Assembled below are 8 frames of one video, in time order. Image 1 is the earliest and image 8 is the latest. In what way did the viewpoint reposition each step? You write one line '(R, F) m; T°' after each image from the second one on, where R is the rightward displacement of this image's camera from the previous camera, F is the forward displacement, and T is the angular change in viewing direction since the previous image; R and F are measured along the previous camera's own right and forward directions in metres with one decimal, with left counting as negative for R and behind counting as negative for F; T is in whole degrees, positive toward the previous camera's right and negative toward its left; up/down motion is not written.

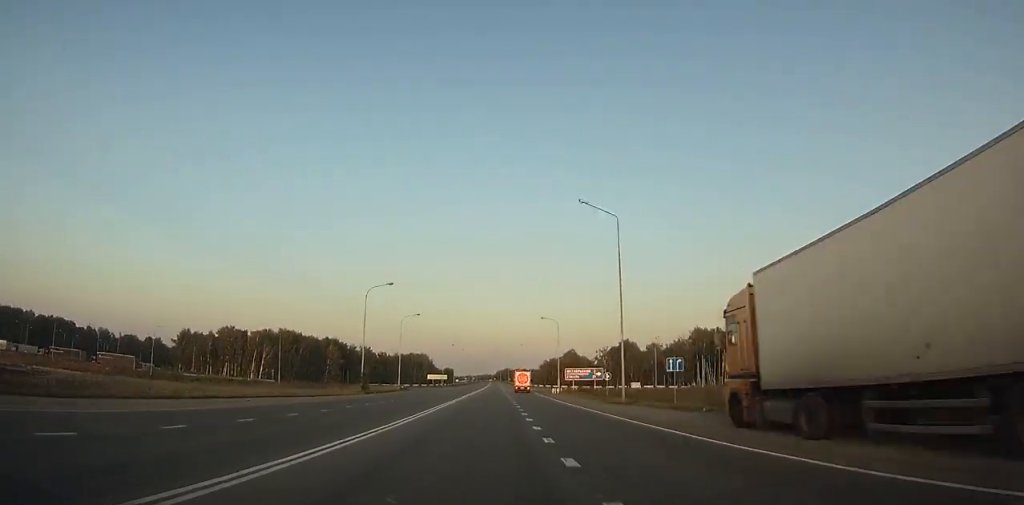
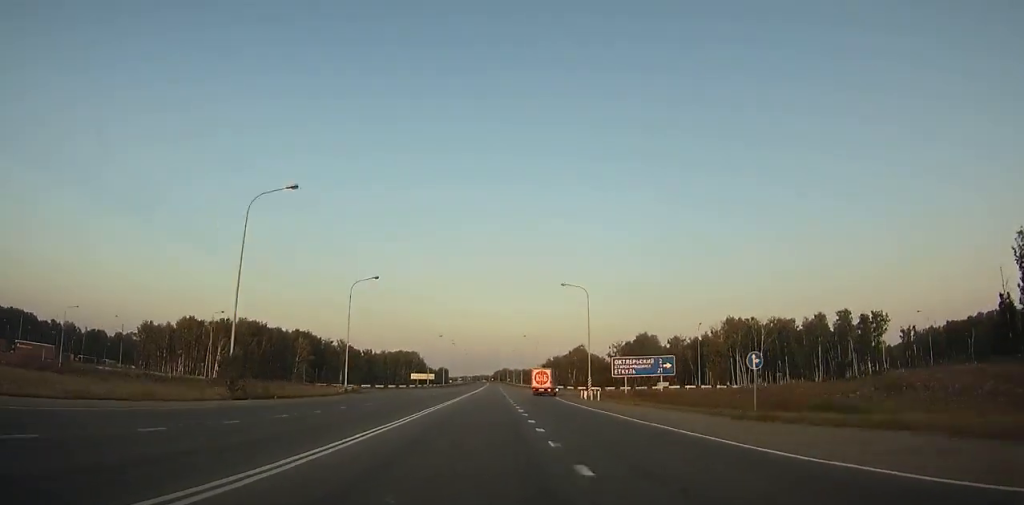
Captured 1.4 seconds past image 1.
(0.0, +33.0) m; 0°
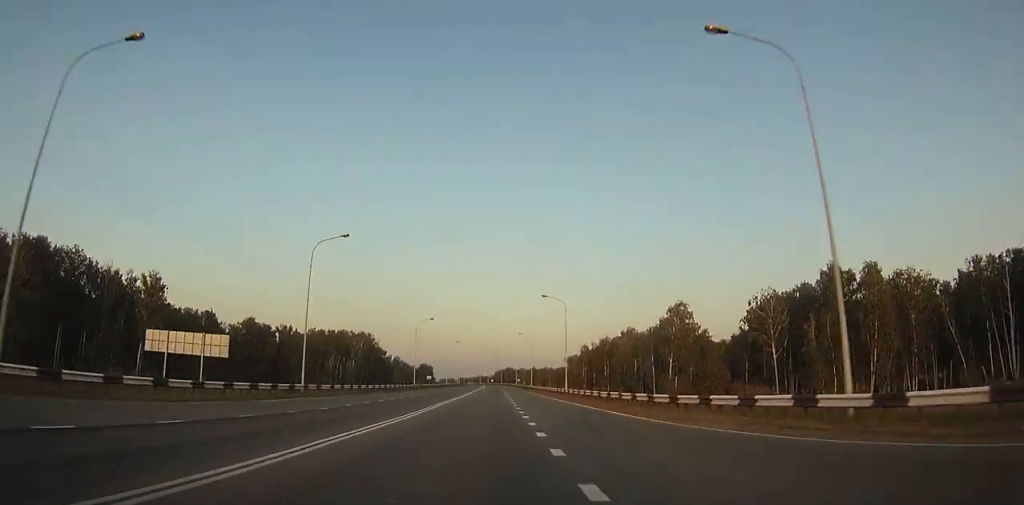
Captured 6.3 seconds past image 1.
(+0.3, +120.0) m; +1°
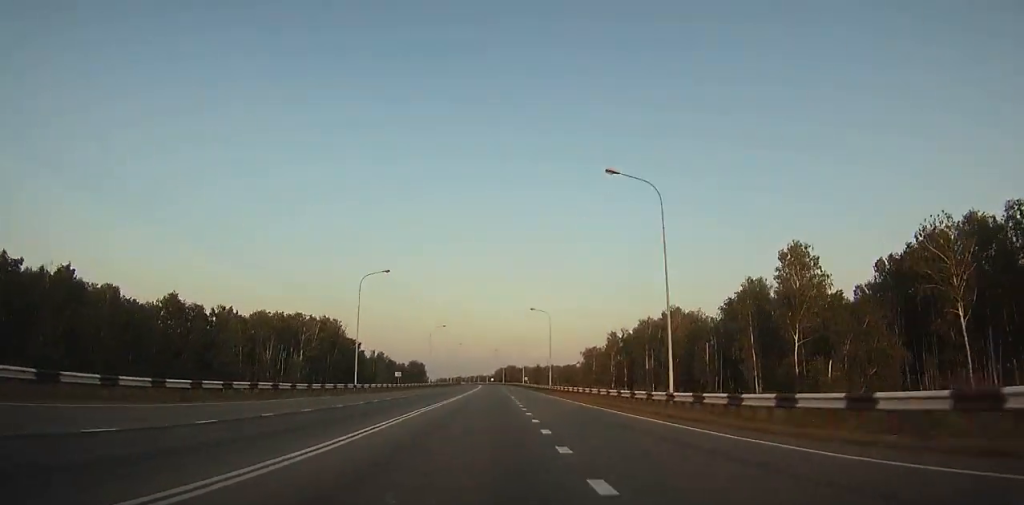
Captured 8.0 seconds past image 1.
(+0.2, +42.2) m; 0°
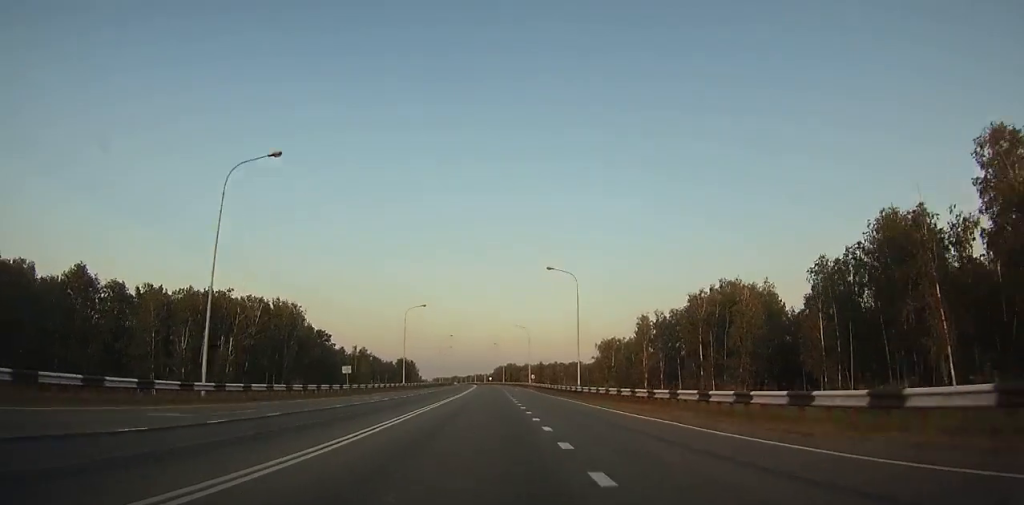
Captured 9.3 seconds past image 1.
(-0.1, +32.3) m; 0°
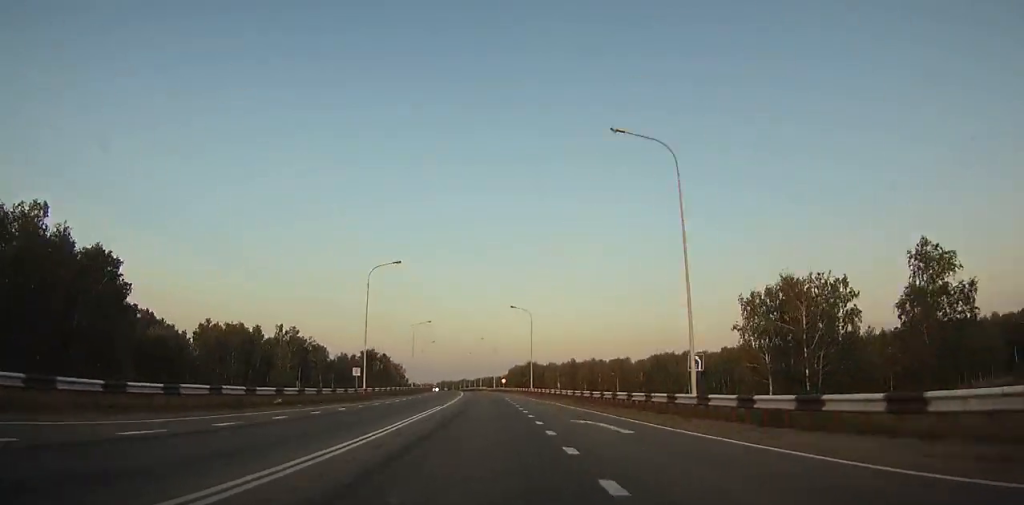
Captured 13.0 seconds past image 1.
(-0.7, +91.2) m; -1°
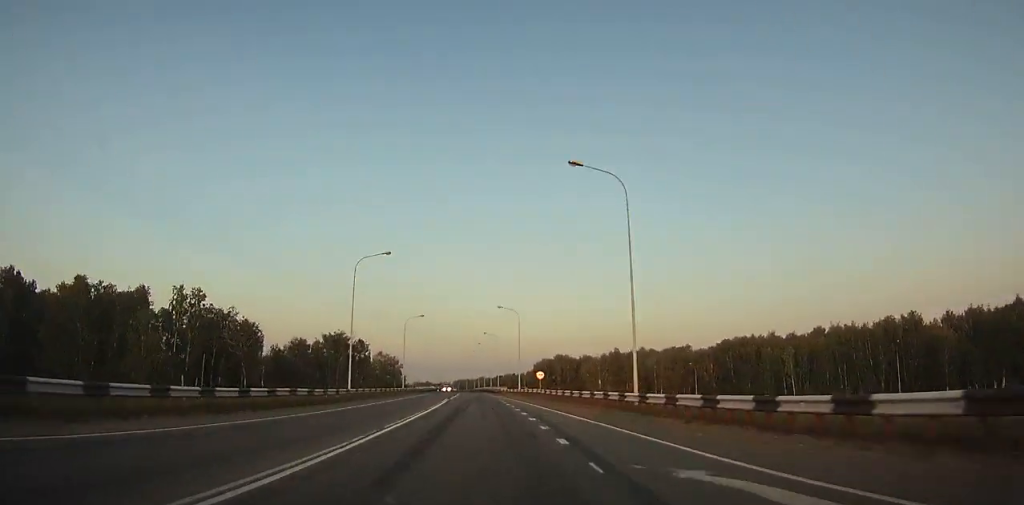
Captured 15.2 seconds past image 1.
(-0.6, +52.9) m; -1°
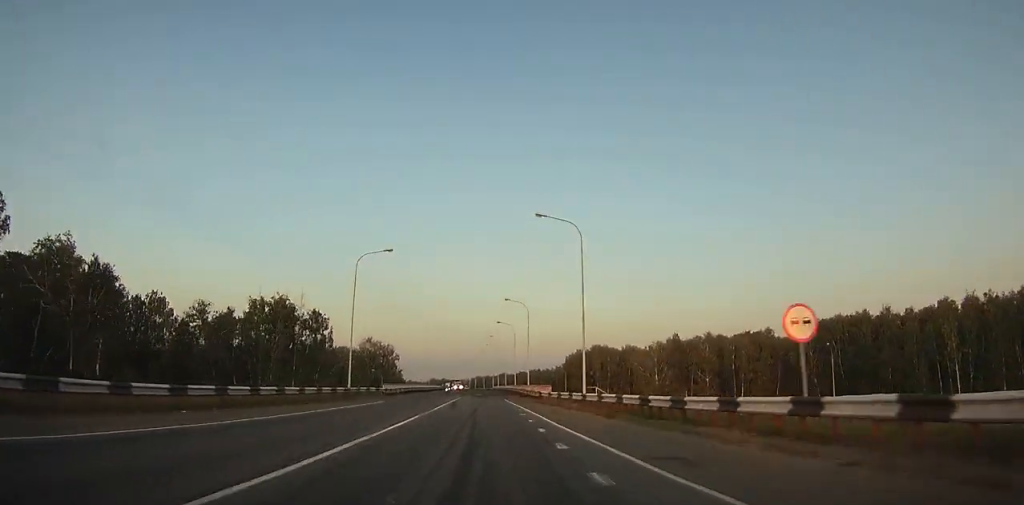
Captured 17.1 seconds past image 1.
(-0.3, +44.9) m; -1°
